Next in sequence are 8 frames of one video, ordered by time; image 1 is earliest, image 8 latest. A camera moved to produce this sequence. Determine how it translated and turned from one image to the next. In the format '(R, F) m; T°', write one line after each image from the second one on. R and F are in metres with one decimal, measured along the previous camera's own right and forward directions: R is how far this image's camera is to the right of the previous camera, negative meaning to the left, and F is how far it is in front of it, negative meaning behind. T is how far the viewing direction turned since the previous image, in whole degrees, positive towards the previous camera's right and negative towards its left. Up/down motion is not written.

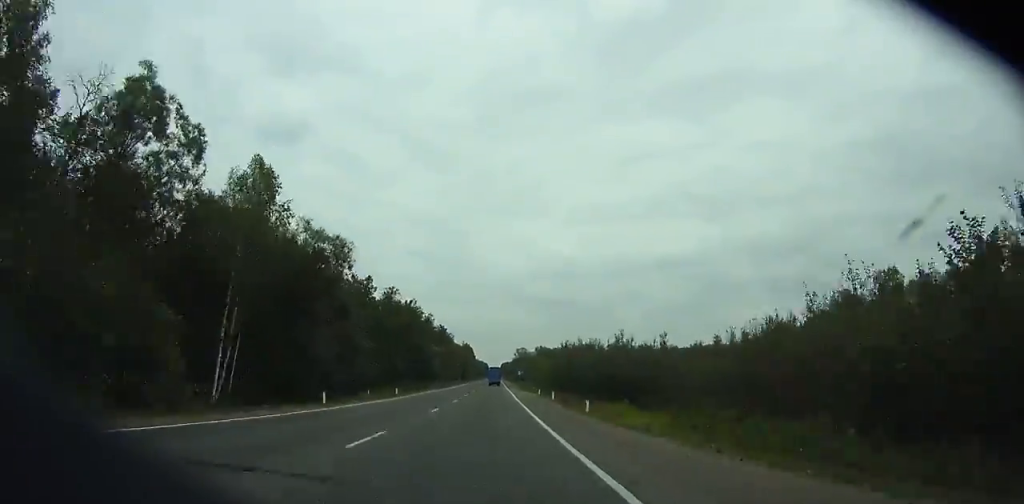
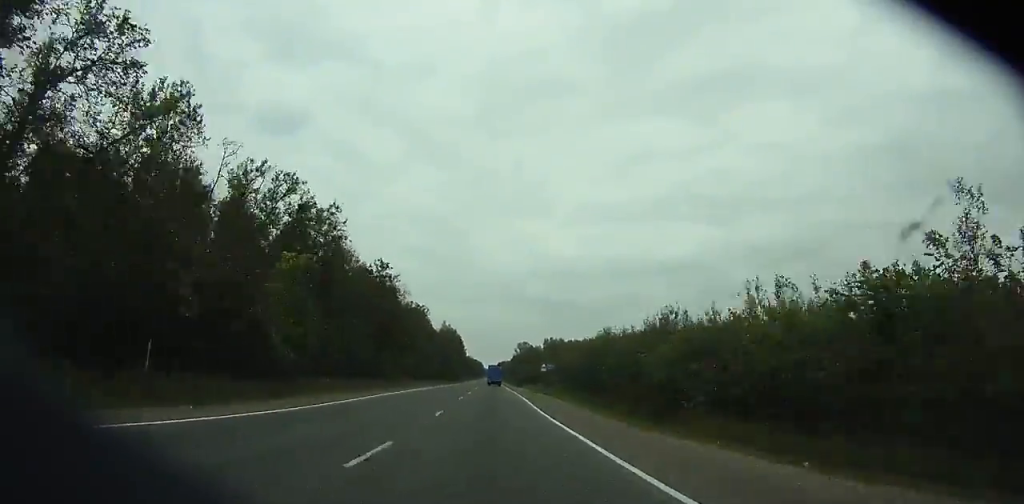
(-0.5, +83.7) m; 0°
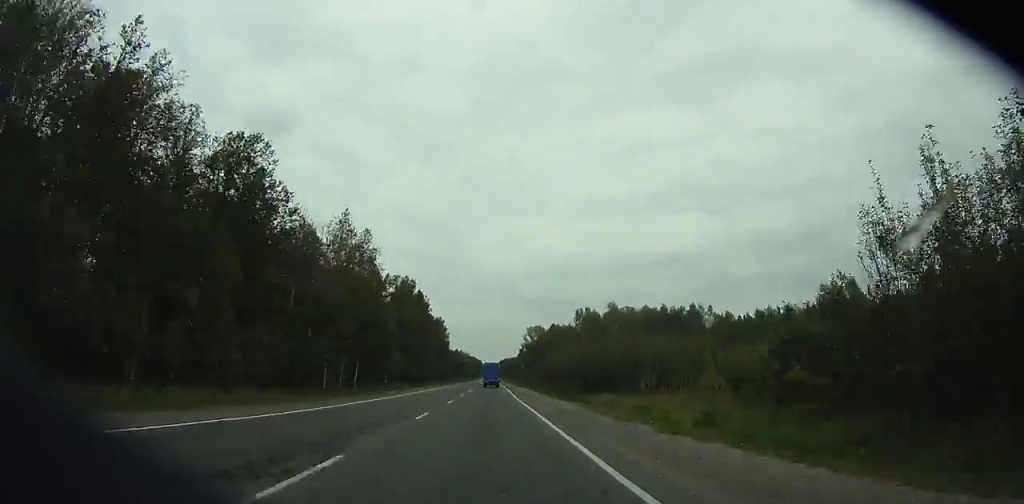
(+1.0, +108.8) m; 0°
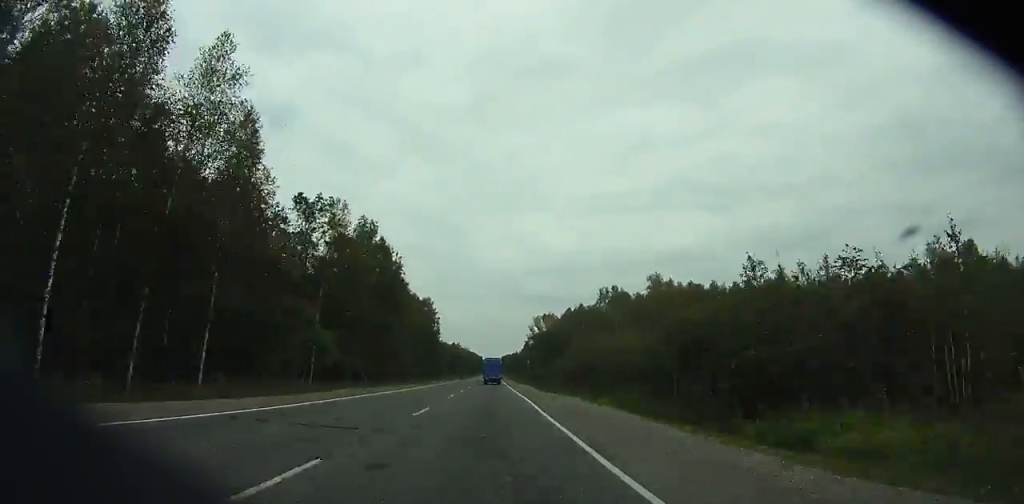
(-0.4, +37.8) m; 0°
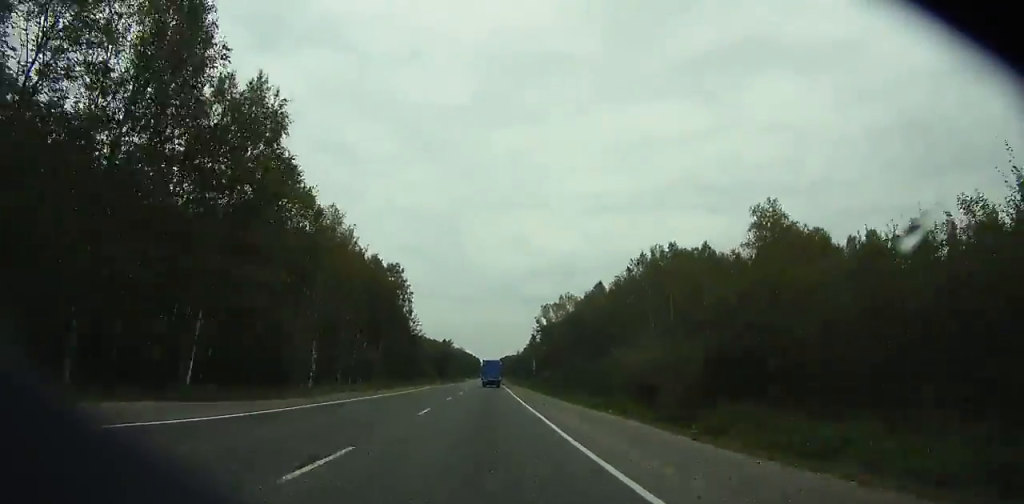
(+0.3, +45.9) m; 0°
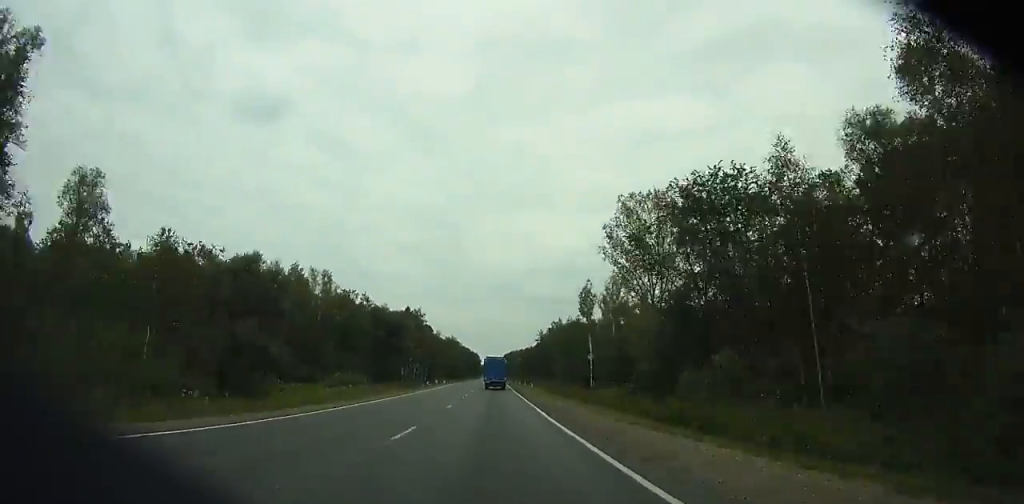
(-0.4, +117.7) m; 0°
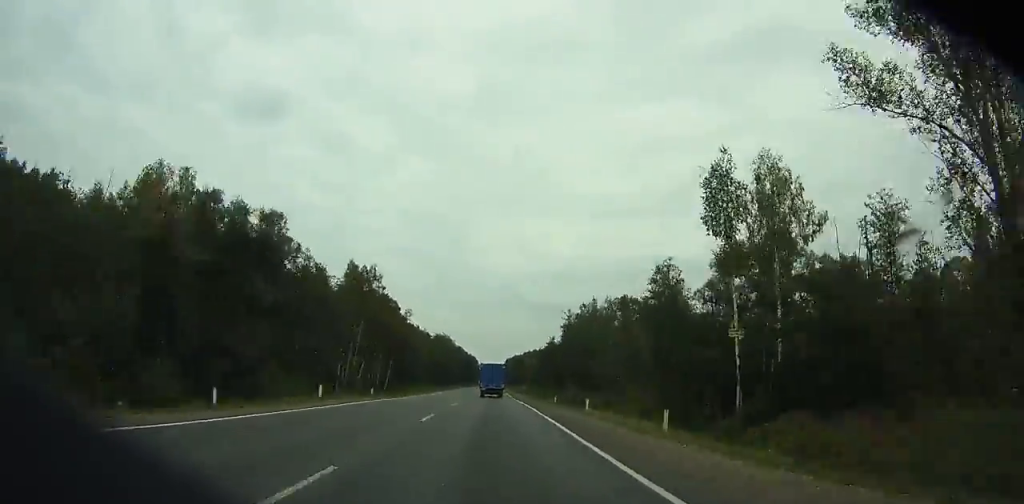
(0.0, +55.9) m; 0°
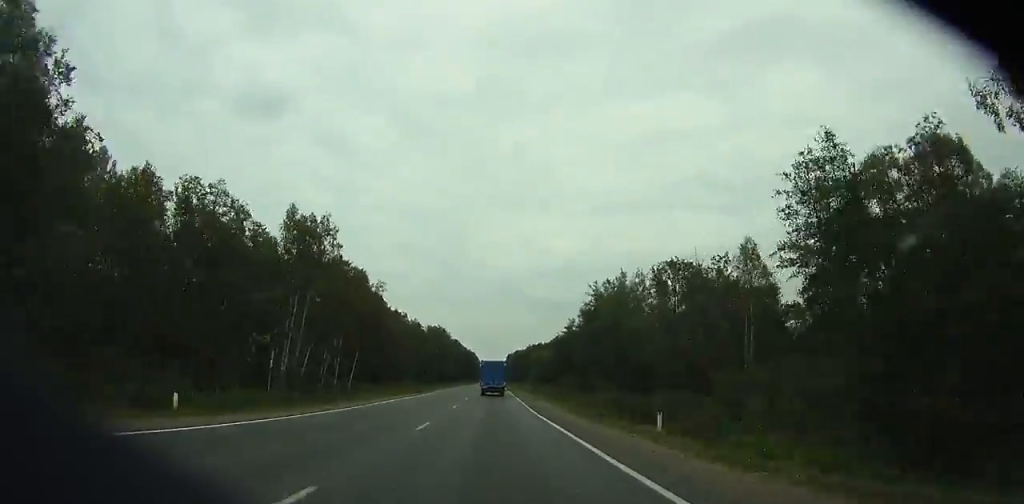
(0.0, +25.6) m; 0°
